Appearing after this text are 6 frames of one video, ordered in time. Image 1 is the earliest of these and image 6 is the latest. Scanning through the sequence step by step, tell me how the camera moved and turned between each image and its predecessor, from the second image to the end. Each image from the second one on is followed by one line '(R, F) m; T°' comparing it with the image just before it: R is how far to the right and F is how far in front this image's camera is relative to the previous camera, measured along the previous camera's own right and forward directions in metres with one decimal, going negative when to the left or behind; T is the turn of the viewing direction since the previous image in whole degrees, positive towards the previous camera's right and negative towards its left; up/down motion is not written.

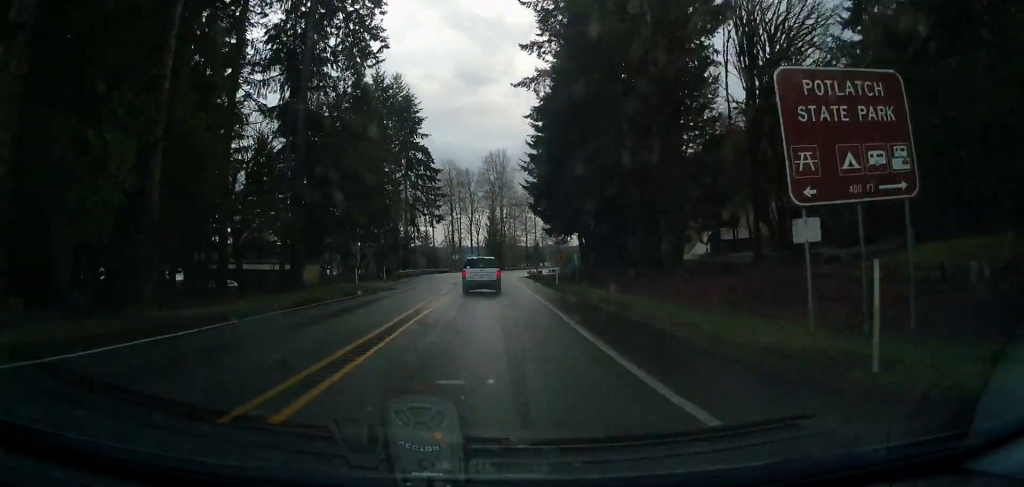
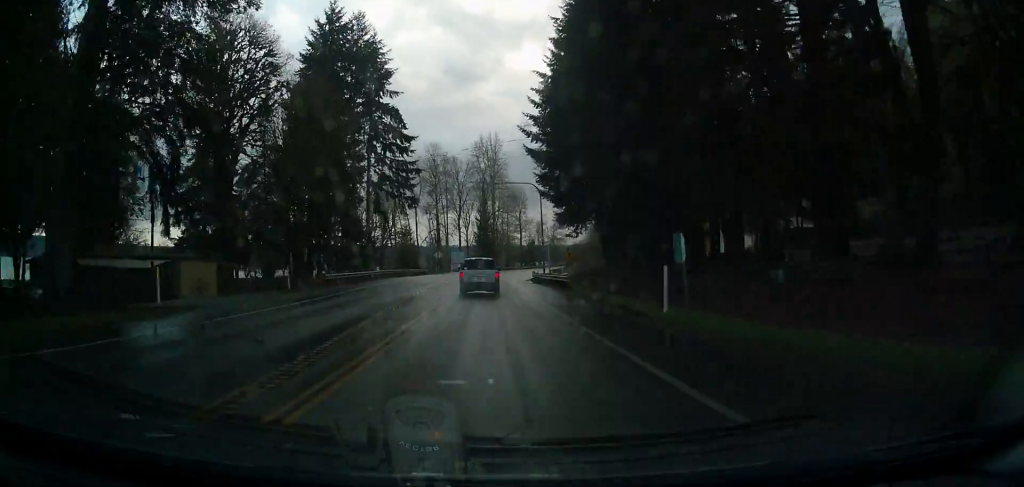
(0.0, +27.0) m; 0°
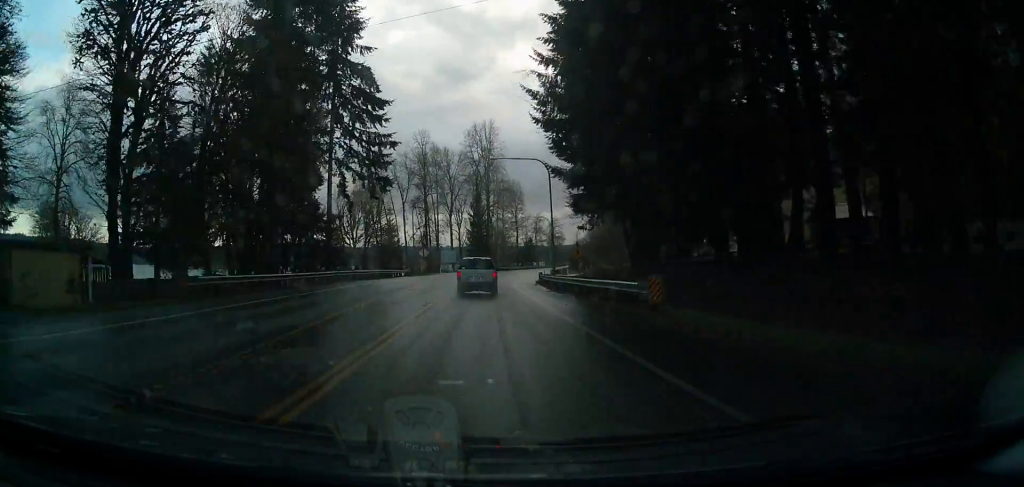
(0.0, +16.7) m; 0°
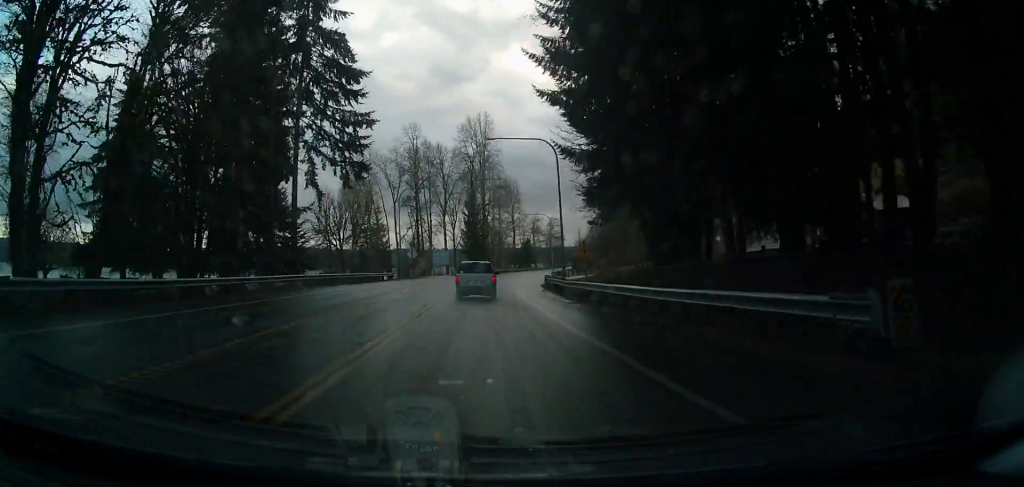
(0.0, +9.9) m; 0°
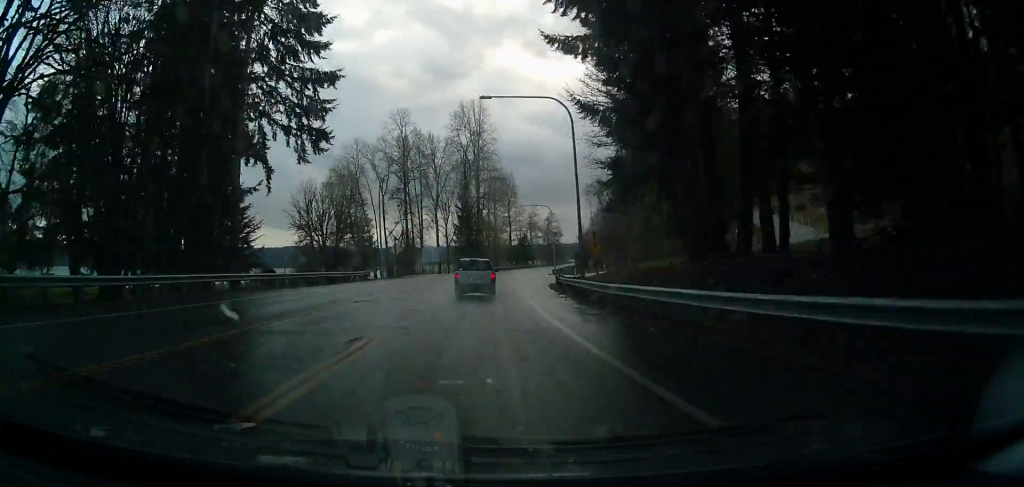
(0.0, +11.1) m; 0°
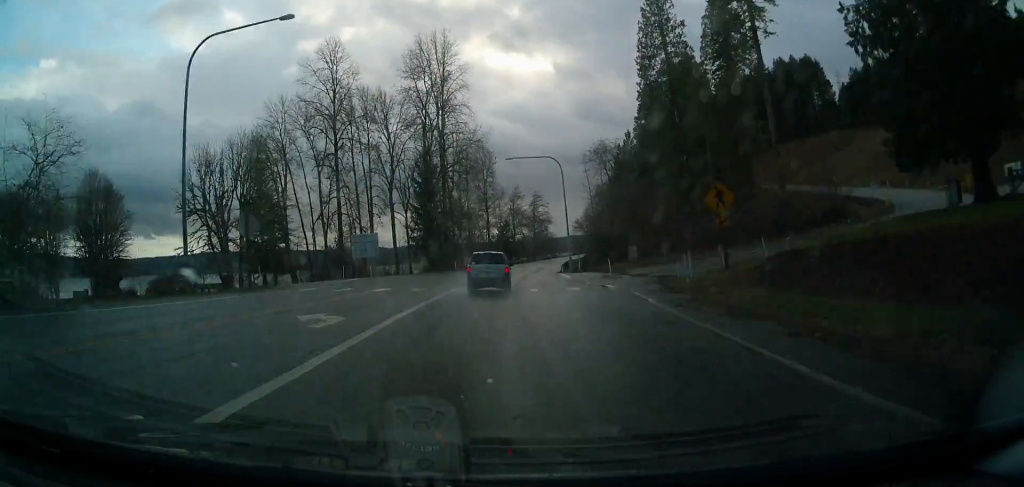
(+0.5, +42.5) m; +4°
